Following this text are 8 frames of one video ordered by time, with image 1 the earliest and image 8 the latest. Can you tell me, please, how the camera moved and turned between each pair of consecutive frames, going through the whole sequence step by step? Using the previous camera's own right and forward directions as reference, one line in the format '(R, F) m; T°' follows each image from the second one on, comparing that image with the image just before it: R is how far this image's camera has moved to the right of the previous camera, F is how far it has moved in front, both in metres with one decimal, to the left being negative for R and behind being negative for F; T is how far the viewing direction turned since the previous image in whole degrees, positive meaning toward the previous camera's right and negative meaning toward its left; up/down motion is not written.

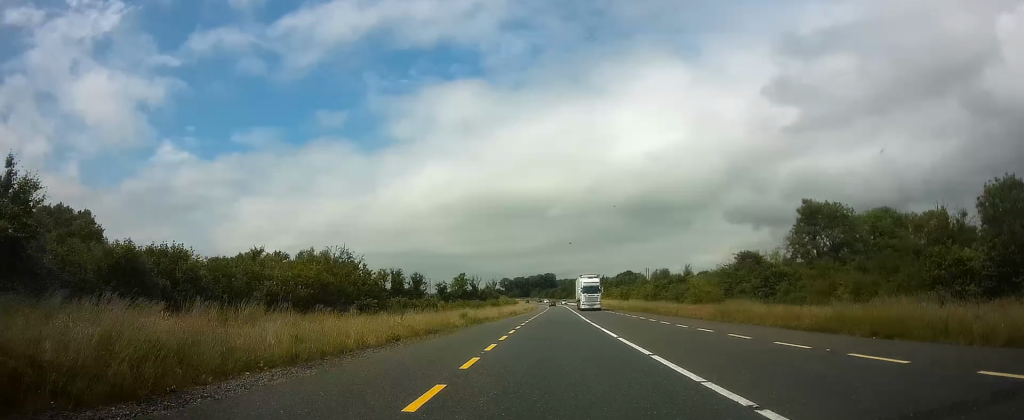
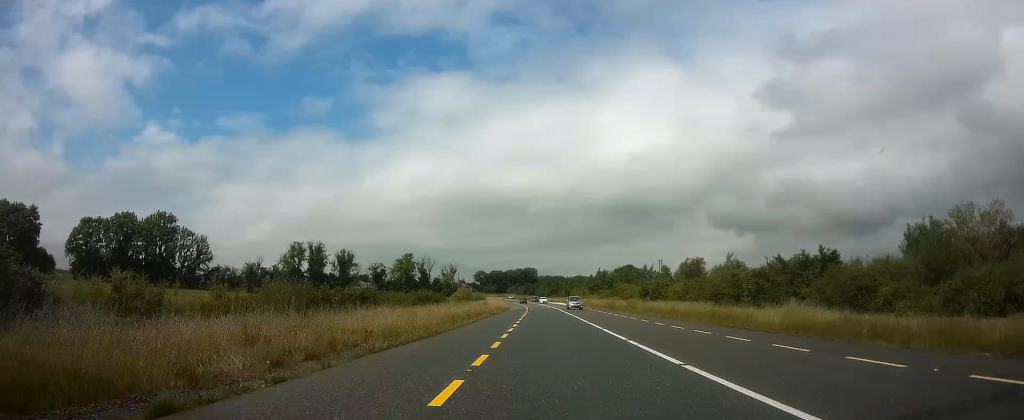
(+1.2, +52.4) m; +3°
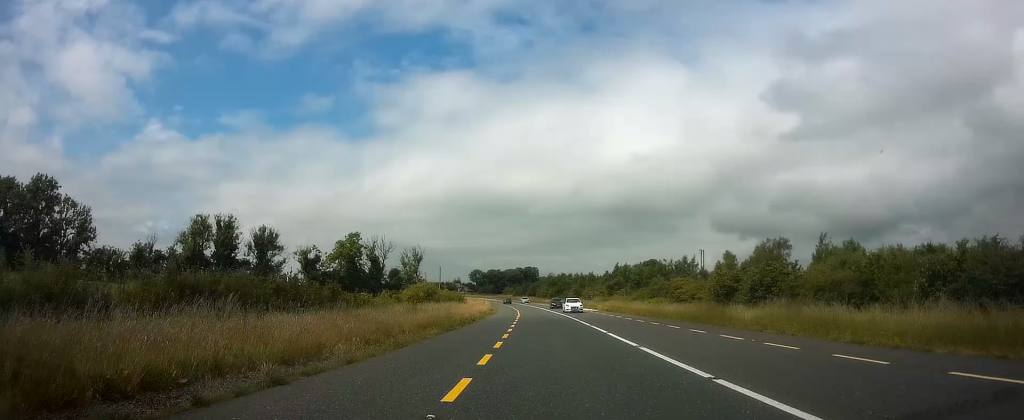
(+0.2, +40.5) m; 0°
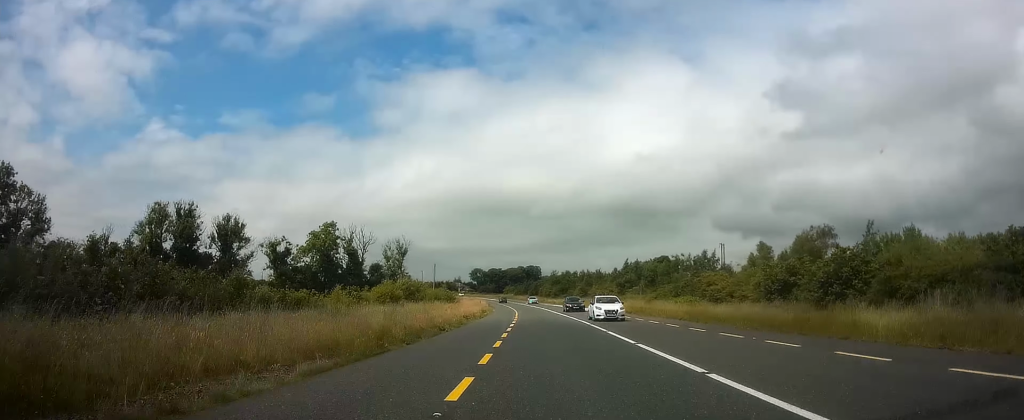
(-0.1, +12.3) m; 0°
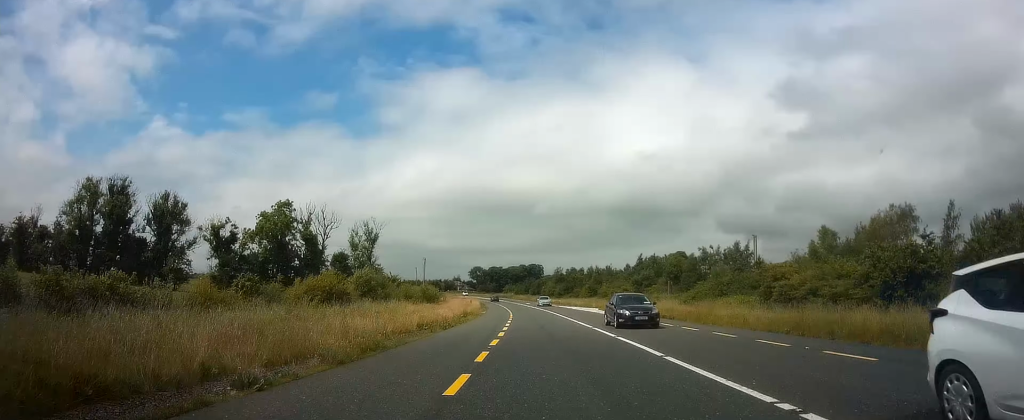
(0.0, +15.9) m; -1°
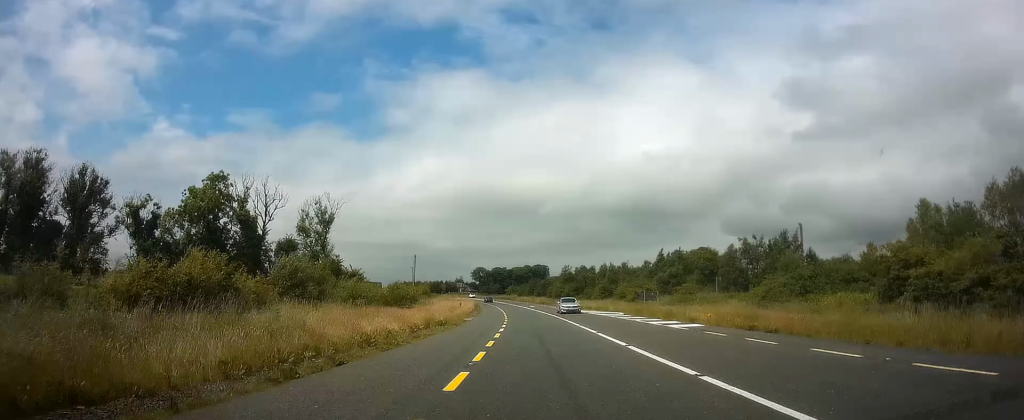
(0.0, +15.9) m; -1°
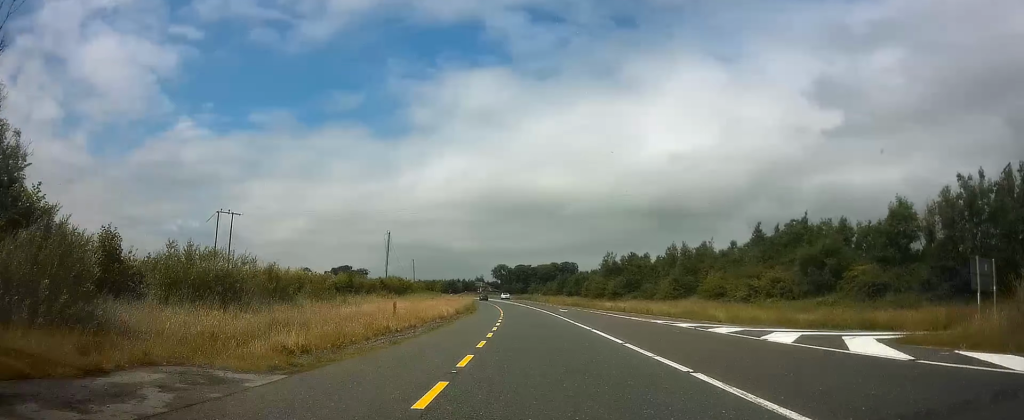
(-0.6, +38.1) m; -2°
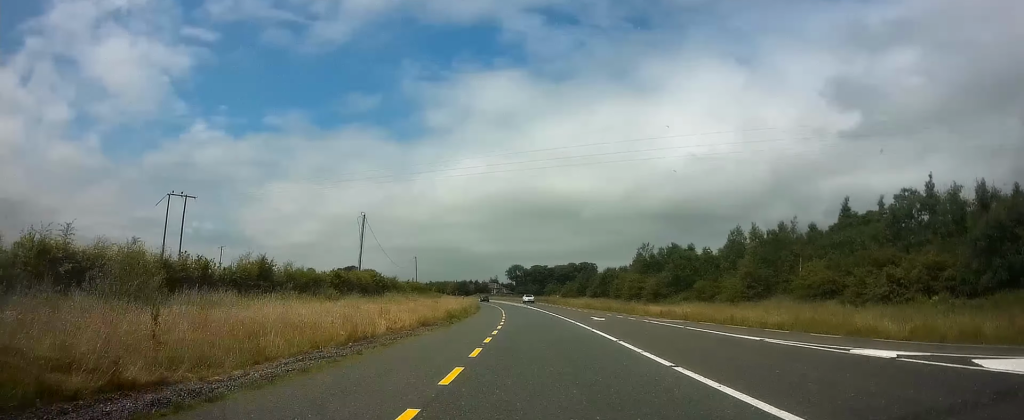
(-0.1, +18.6) m; -2°
